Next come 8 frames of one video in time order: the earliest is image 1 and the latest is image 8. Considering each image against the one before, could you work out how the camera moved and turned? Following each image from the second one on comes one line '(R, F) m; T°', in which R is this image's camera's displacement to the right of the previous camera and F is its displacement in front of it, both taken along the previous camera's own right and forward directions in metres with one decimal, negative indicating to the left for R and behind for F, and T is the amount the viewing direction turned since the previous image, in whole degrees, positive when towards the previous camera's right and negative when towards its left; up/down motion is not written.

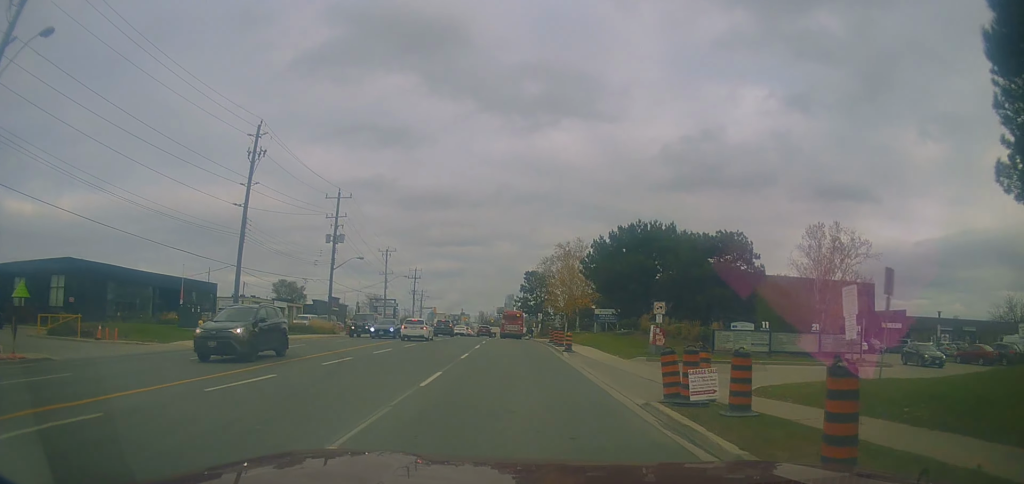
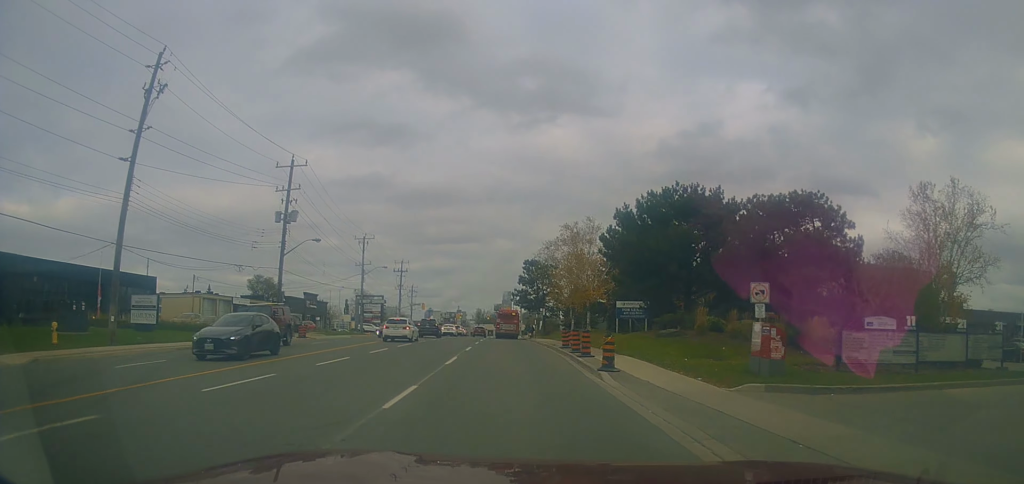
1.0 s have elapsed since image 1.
(+0.8, +12.5) m; +5°
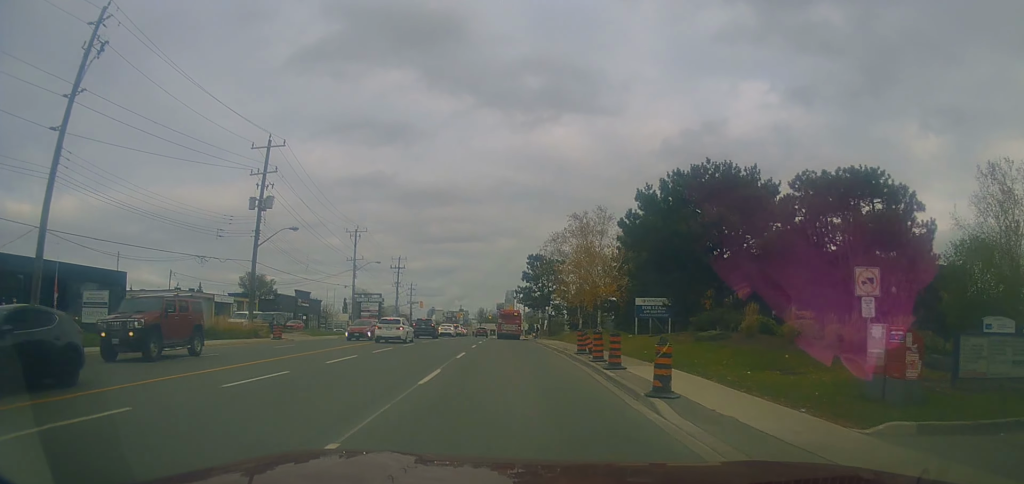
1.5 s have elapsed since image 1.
(+0.1, +5.6) m; -1°
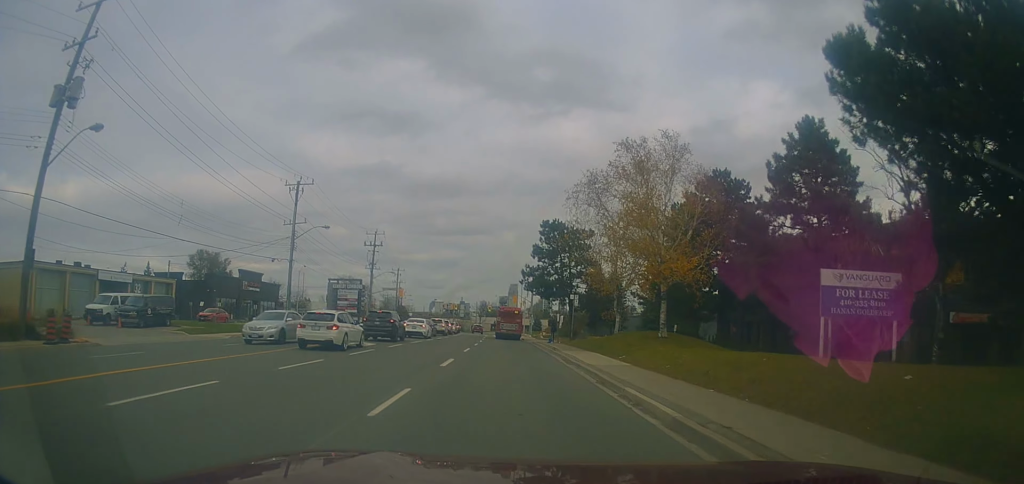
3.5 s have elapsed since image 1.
(-1.4, +23.0) m; -4°
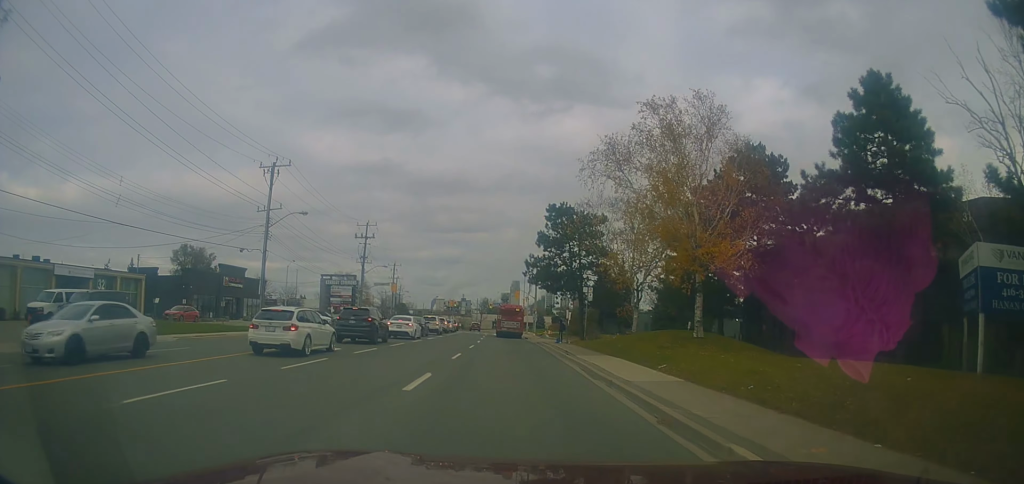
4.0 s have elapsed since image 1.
(+0.4, +6.3) m; +1°
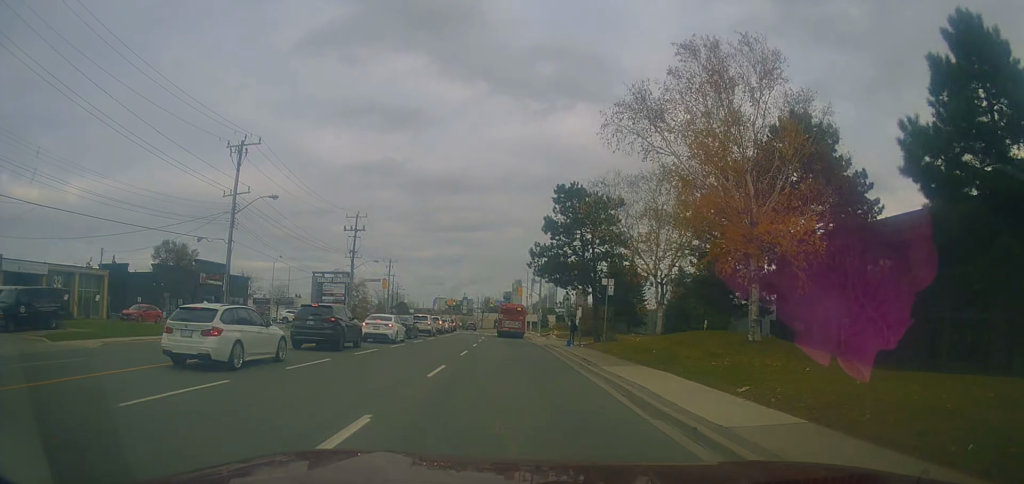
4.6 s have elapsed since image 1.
(-0.2, +6.5) m; 0°
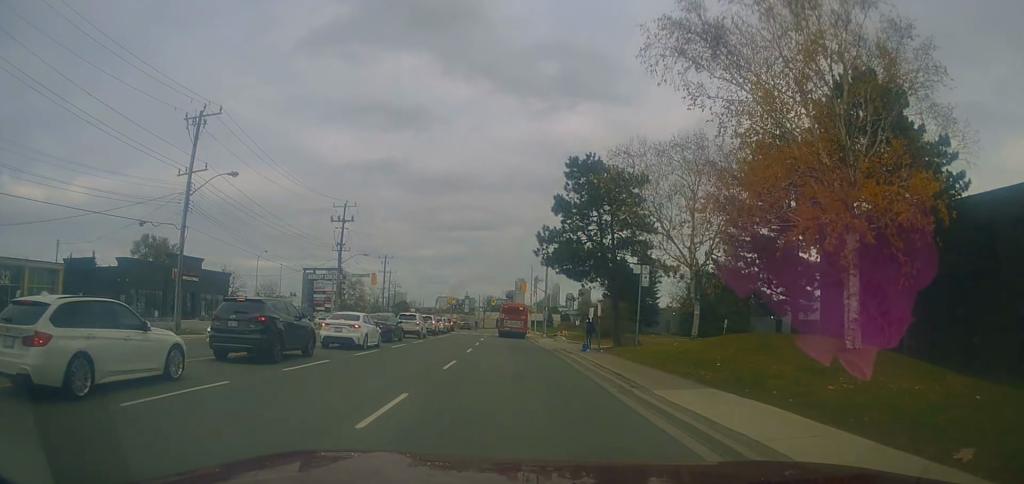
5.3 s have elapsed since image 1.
(-0.2, +6.8) m; 0°
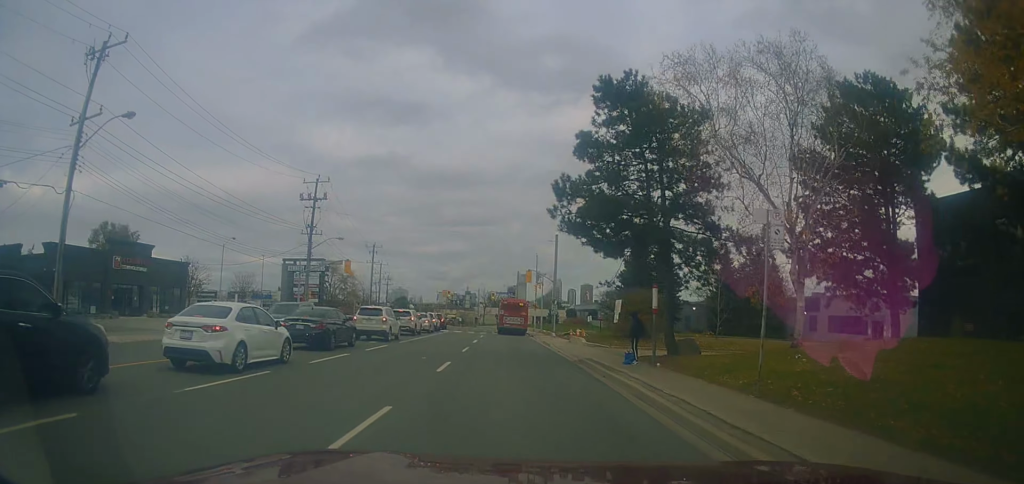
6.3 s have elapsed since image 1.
(+0.5, +10.9) m; +2°
